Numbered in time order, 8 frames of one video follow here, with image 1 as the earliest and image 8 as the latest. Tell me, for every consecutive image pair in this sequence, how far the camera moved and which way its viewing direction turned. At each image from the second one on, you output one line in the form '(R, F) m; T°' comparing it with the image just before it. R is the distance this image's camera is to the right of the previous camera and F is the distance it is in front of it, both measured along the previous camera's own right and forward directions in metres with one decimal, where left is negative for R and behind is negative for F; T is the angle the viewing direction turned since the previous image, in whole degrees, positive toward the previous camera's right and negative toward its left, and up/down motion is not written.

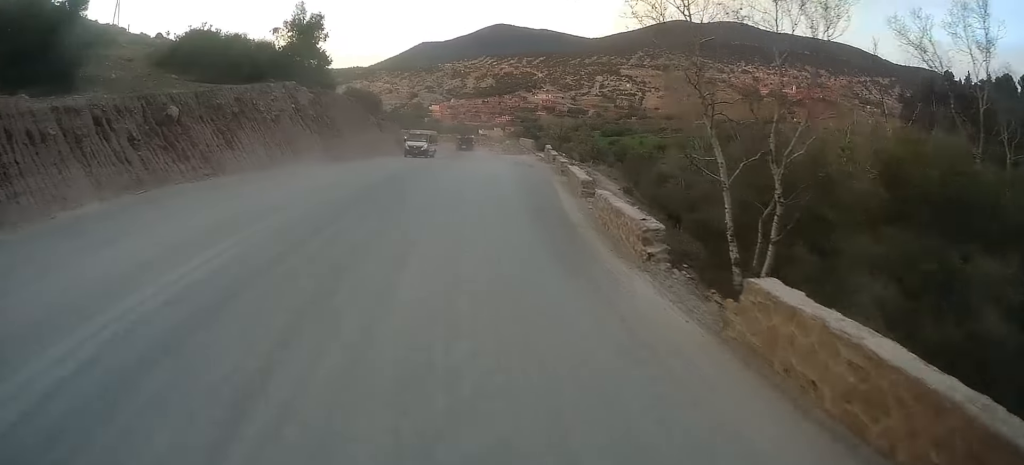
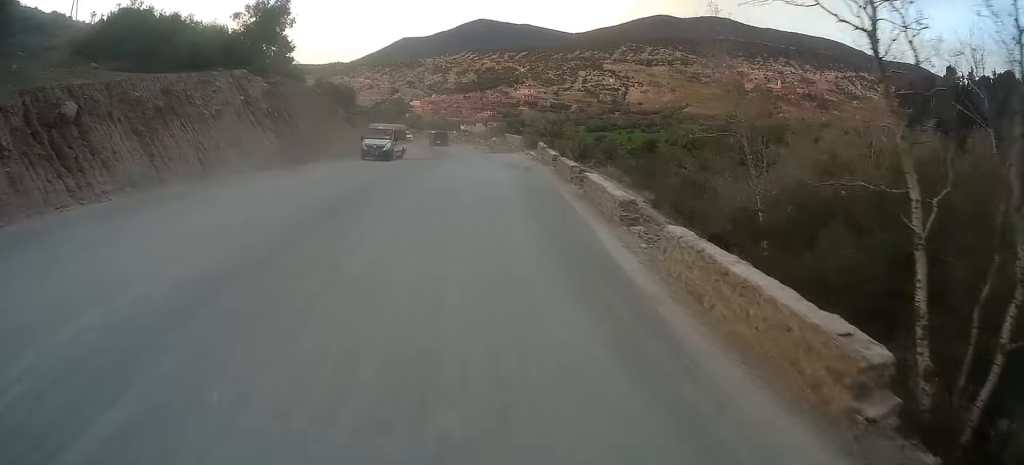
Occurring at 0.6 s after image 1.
(0.0, +7.5) m; 0°
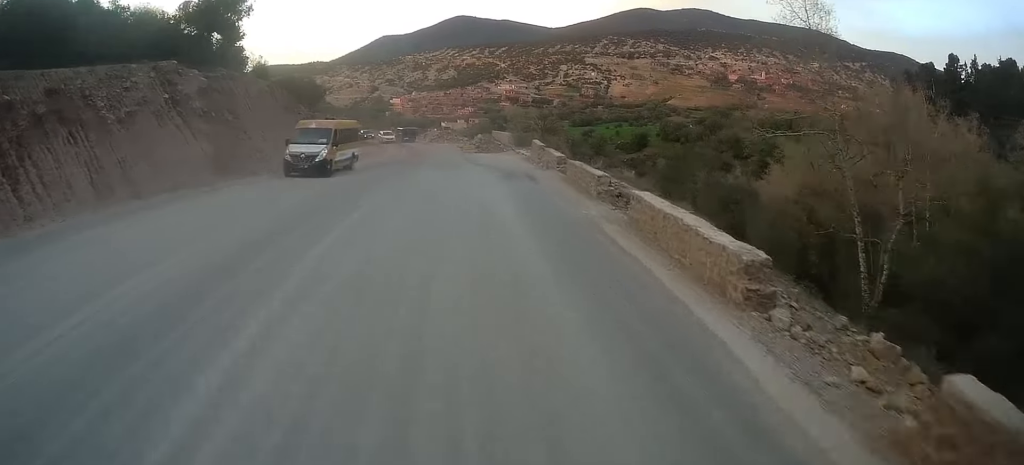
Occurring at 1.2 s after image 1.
(0.0, +8.0) m; 0°
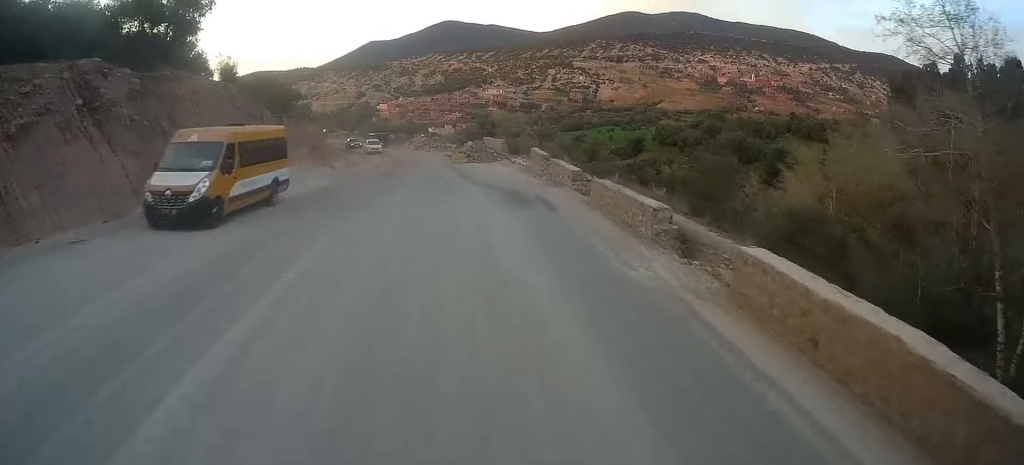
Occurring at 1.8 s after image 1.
(0.0, +6.7) m; +2°
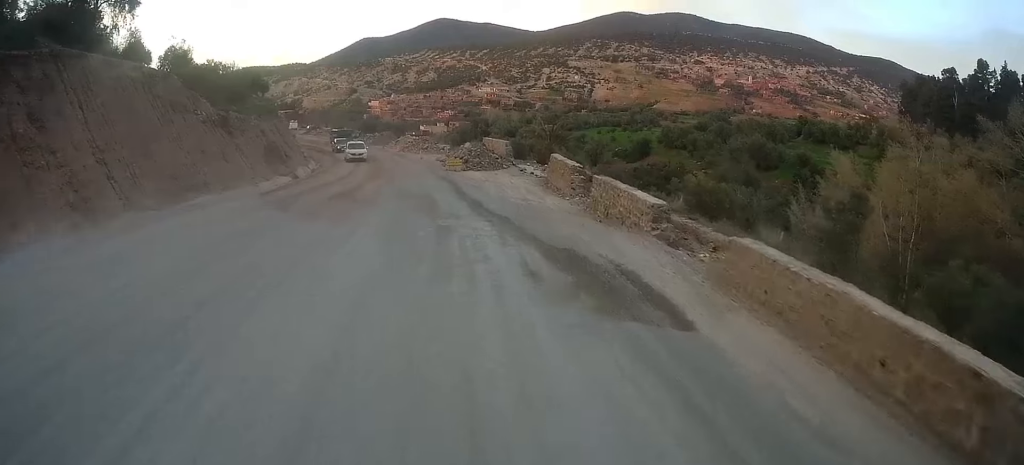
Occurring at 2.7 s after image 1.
(+0.3, +10.6) m; +4°
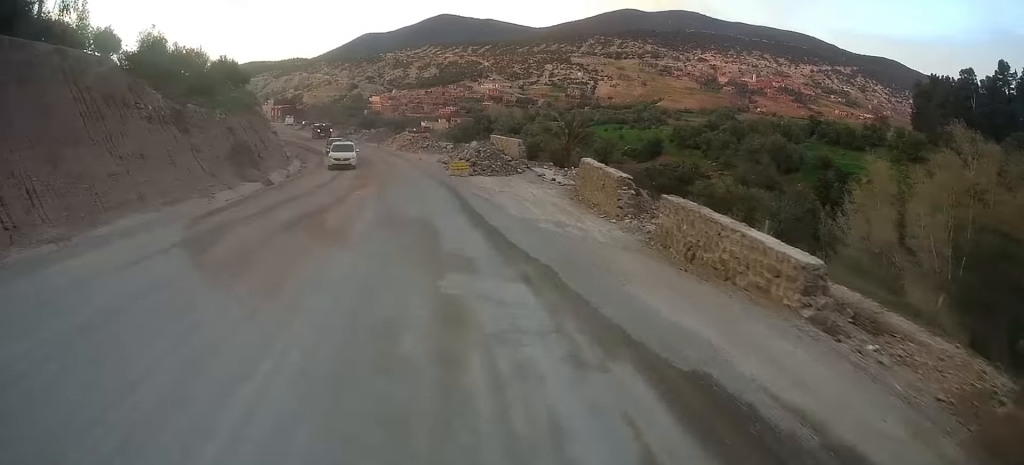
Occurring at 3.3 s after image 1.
(+0.2, +6.6) m; +2°
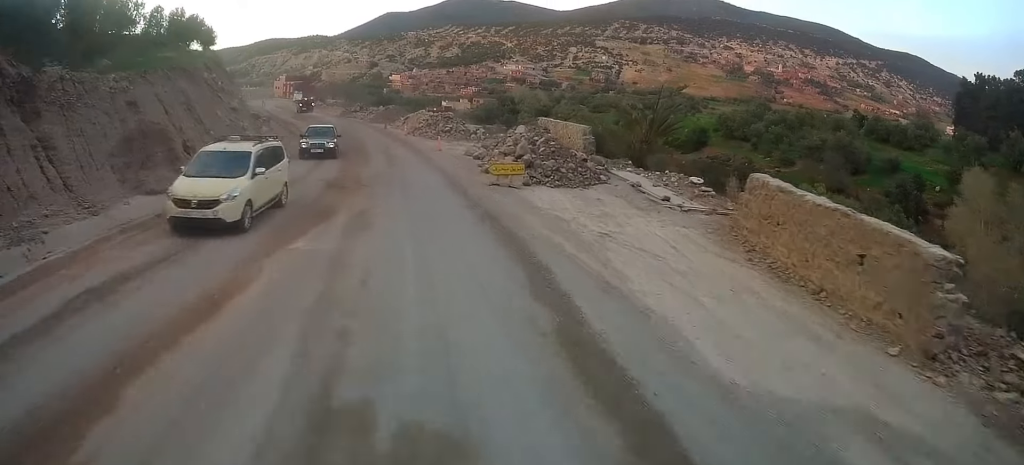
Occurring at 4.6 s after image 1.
(-0.1, +12.8) m; -4°
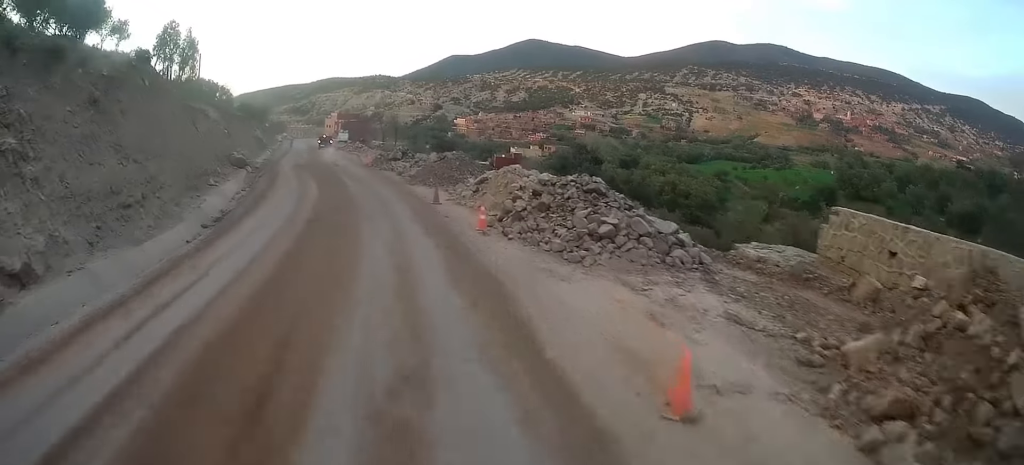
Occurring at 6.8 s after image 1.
(-3.3, +22.4) m; -15°
